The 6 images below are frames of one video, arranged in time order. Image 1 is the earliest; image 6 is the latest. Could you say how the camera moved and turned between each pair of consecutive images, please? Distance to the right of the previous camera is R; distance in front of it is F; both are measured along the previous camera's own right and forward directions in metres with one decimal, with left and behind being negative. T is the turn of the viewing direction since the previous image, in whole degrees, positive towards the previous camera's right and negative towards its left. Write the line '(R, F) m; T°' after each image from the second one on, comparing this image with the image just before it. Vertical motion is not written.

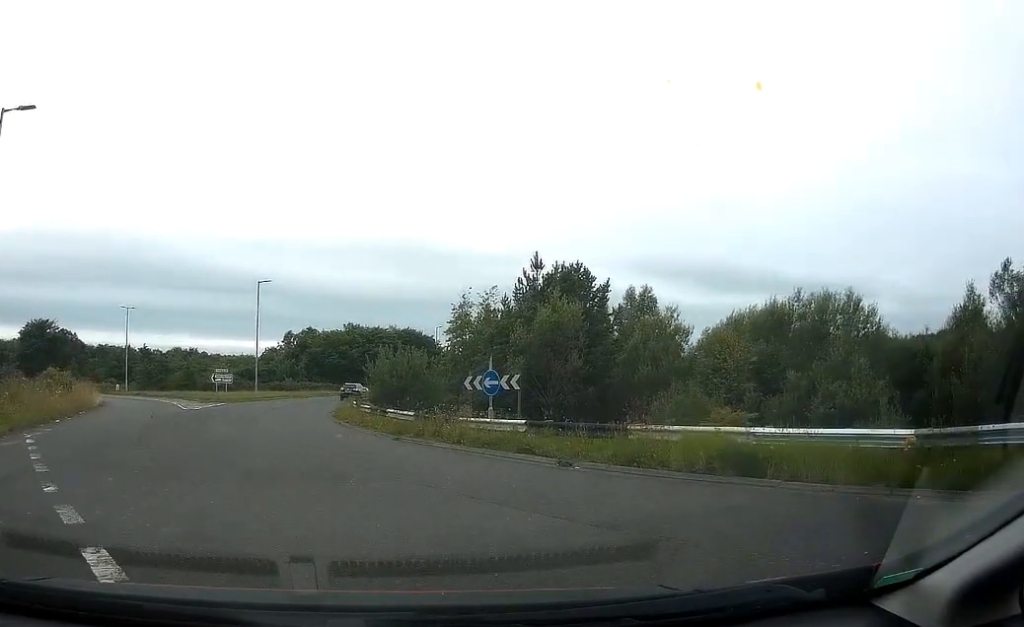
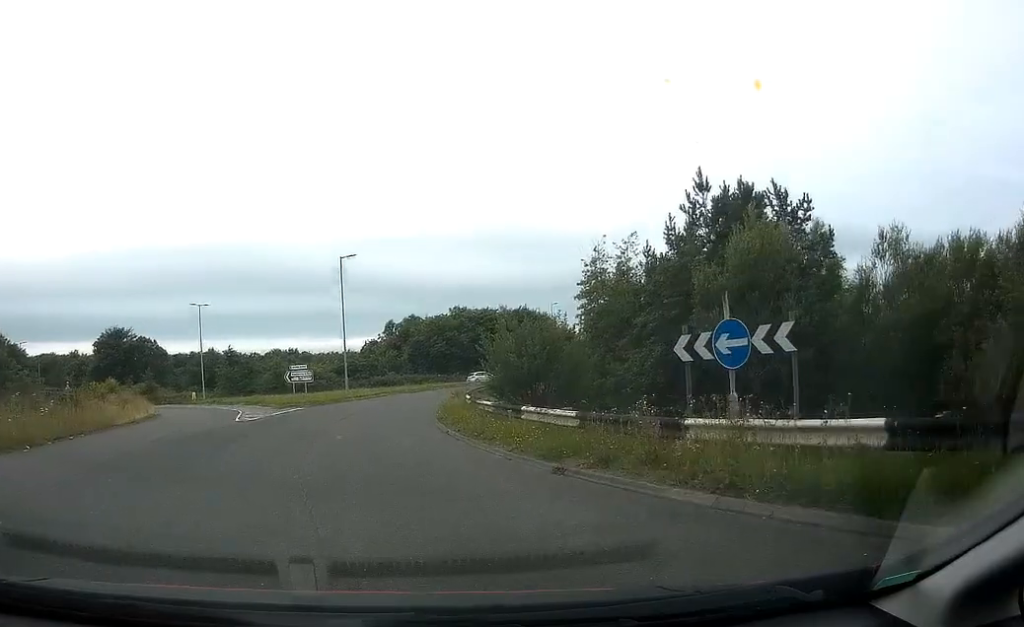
(-0.7, +10.5) m; -6°
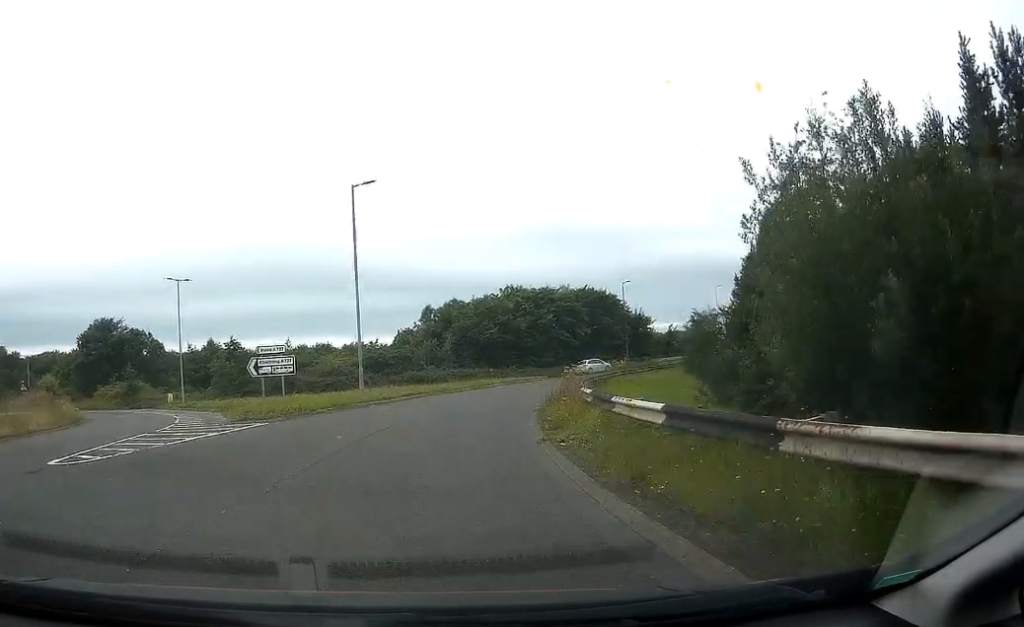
(+0.4, +18.5) m; +3°
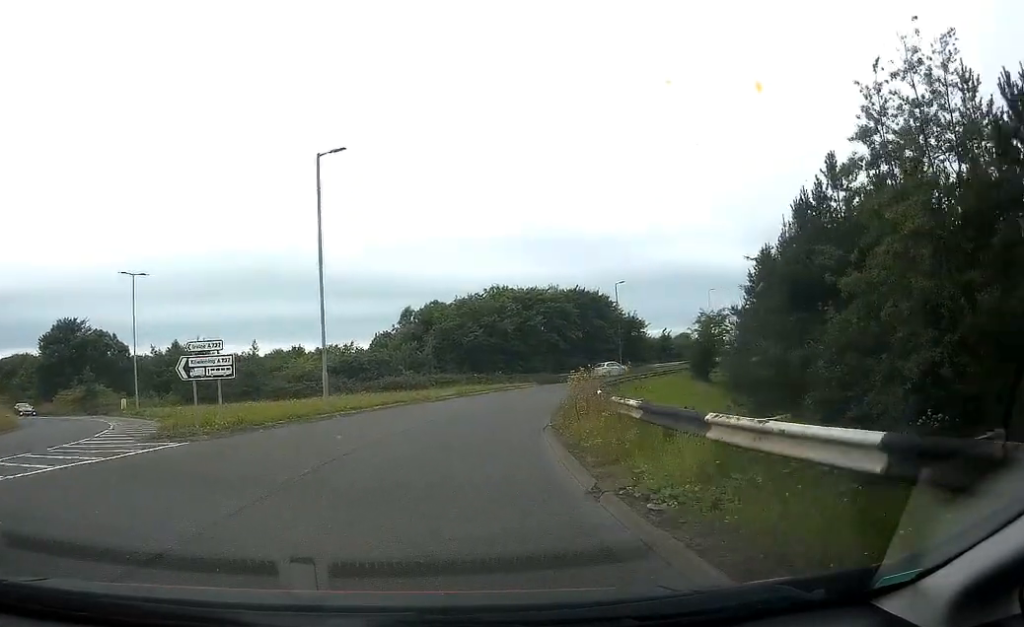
(+0.1, +6.3) m; +1°
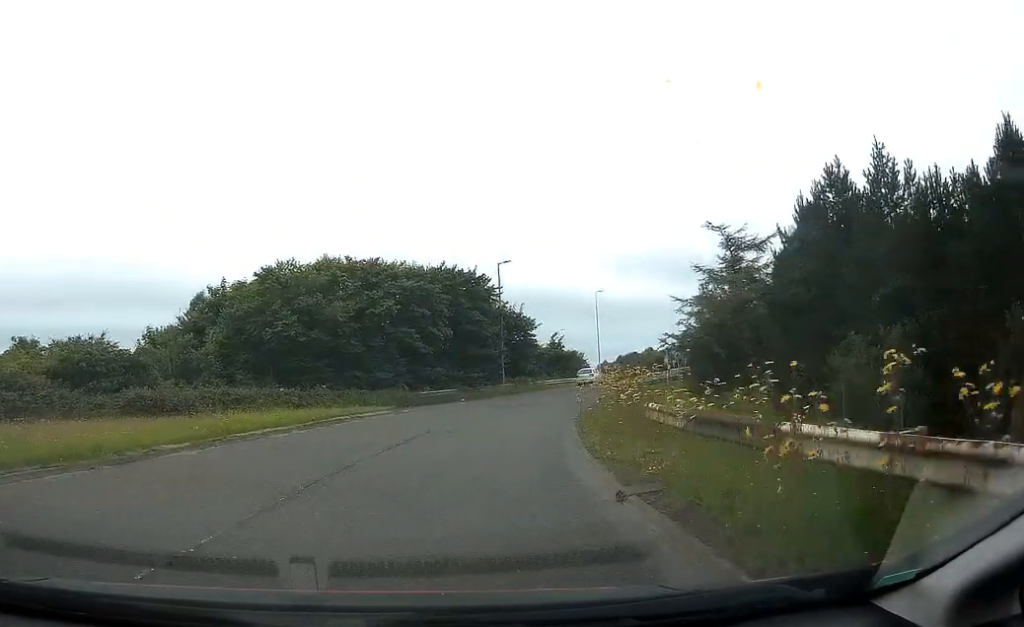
(+2.5, +26.4) m; +15°
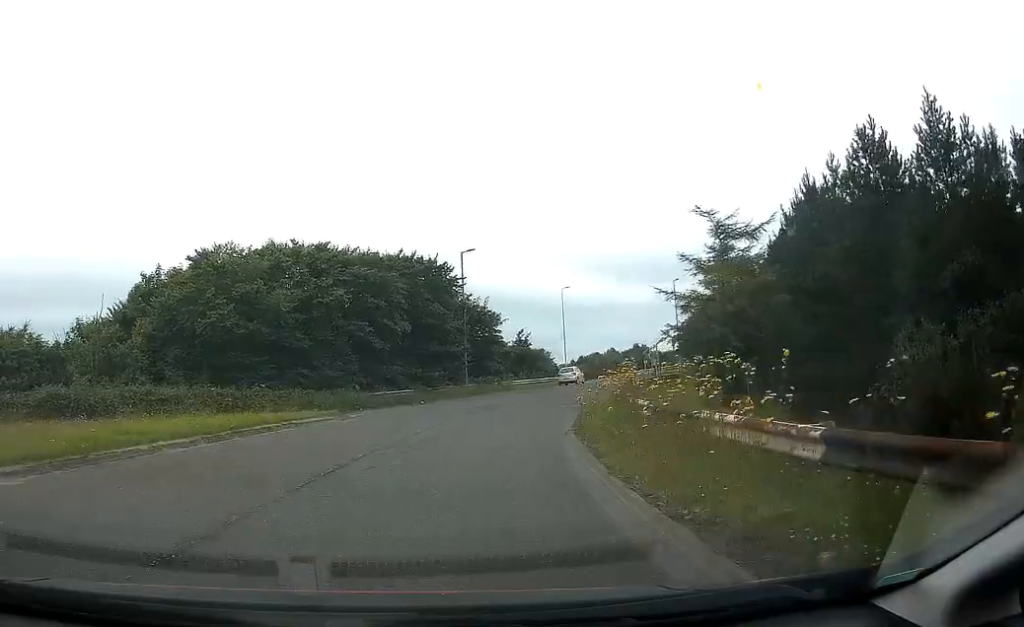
(+0.2, +5.1) m; +3°
